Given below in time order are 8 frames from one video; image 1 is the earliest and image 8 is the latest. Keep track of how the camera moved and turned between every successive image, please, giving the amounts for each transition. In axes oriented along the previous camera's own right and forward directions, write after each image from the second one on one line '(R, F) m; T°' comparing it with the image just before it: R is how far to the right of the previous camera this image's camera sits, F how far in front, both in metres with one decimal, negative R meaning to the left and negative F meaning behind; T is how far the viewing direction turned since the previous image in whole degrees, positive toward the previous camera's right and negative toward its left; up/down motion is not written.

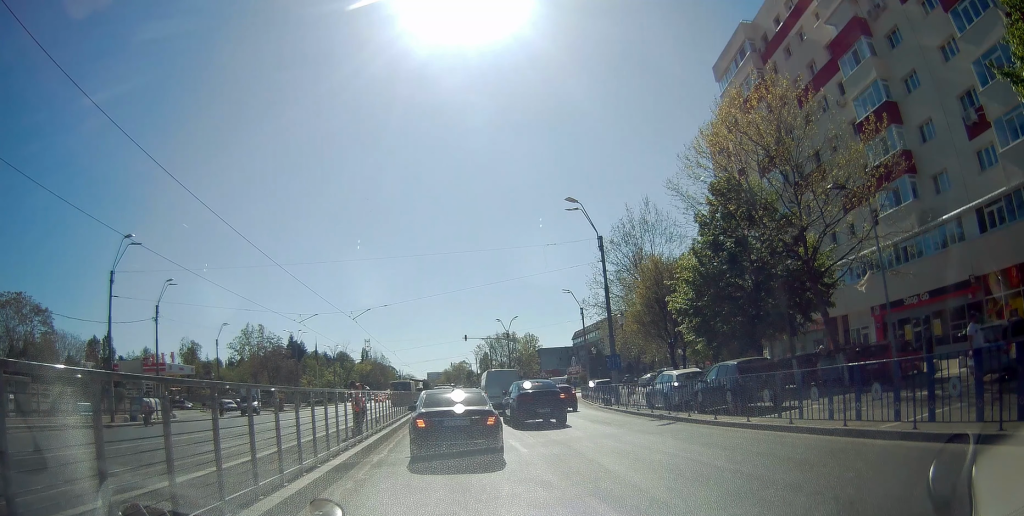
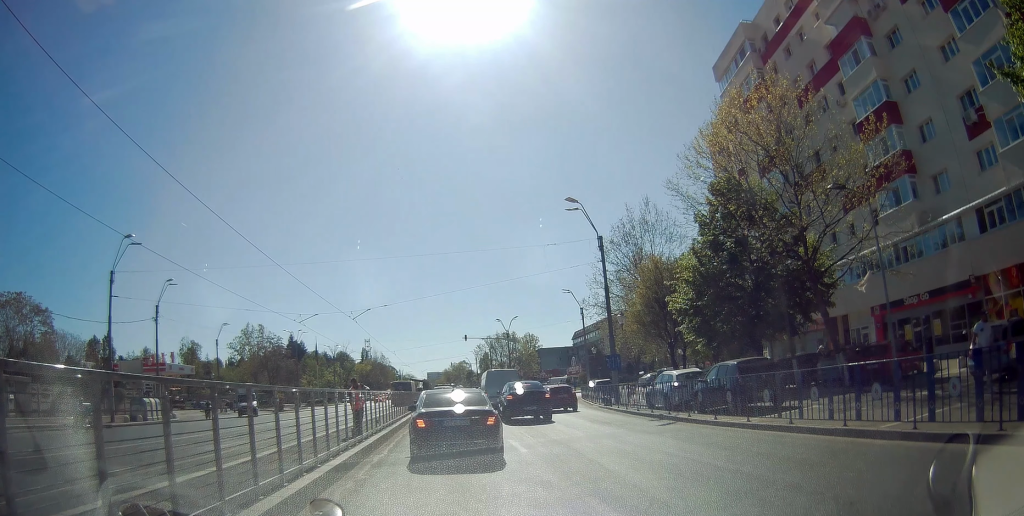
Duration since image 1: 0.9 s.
(0.0, 0.0) m; 0°
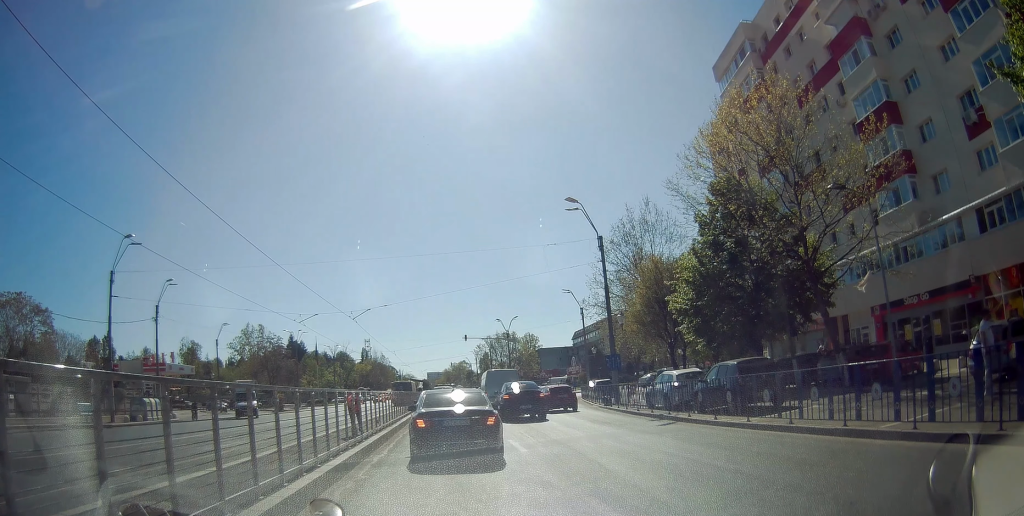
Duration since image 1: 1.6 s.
(0.0, 0.0) m; 0°
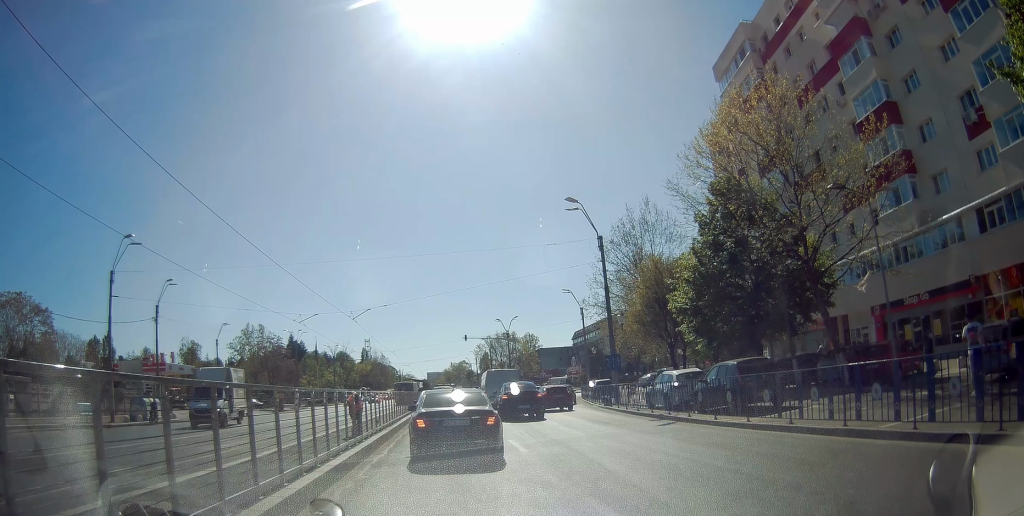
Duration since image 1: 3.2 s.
(0.0, 0.0) m; 0°
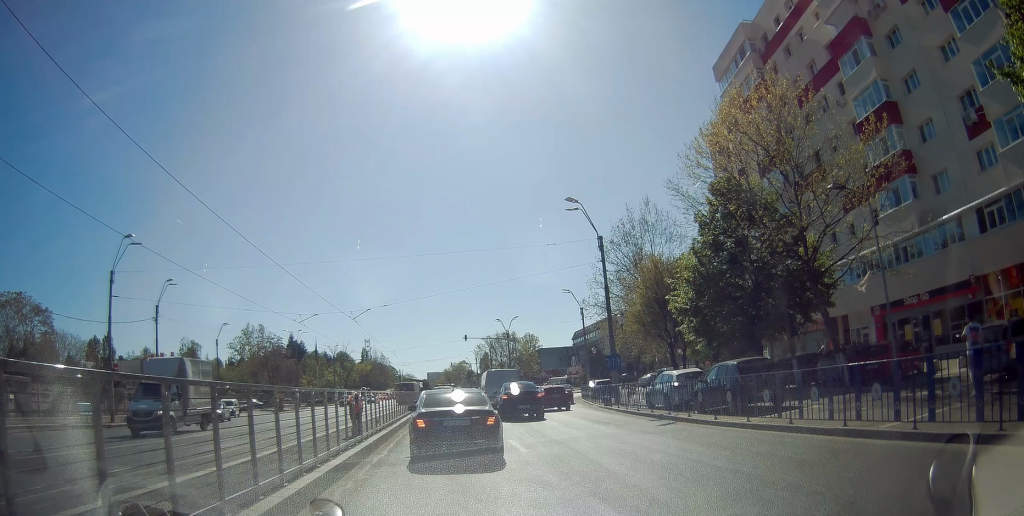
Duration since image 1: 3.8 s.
(0.0, 0.0) m; 0°
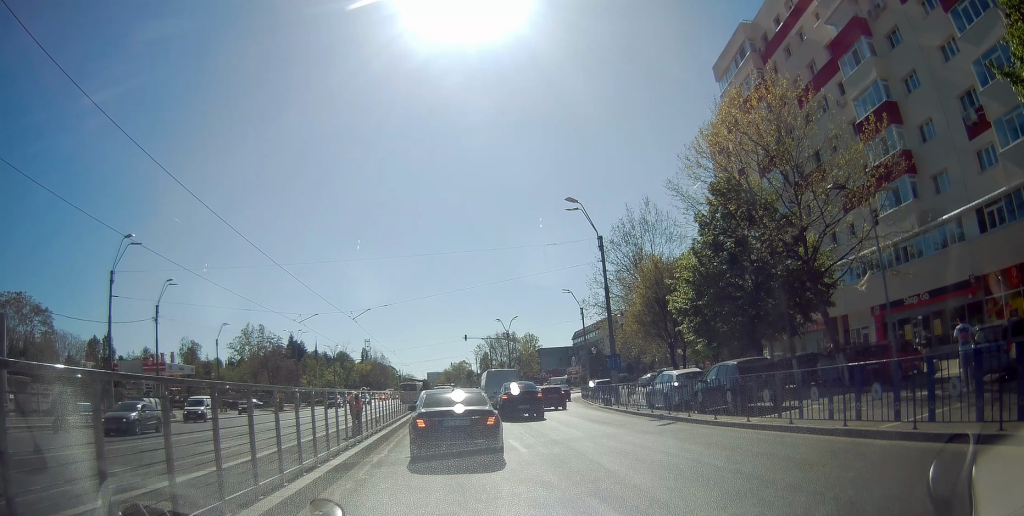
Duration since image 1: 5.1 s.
(0.0, 0.0) m; 0°
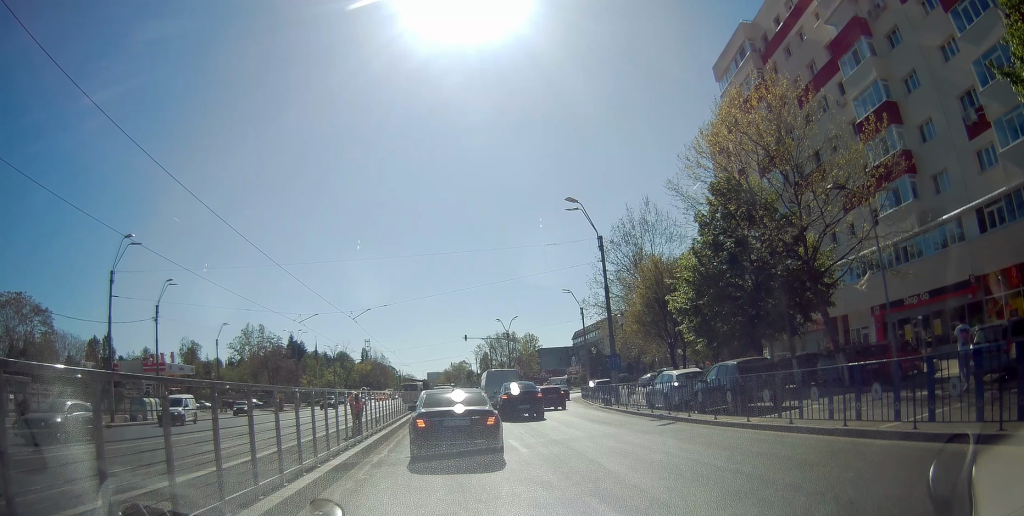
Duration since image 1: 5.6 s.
(0.0, 0.0) m; 0°
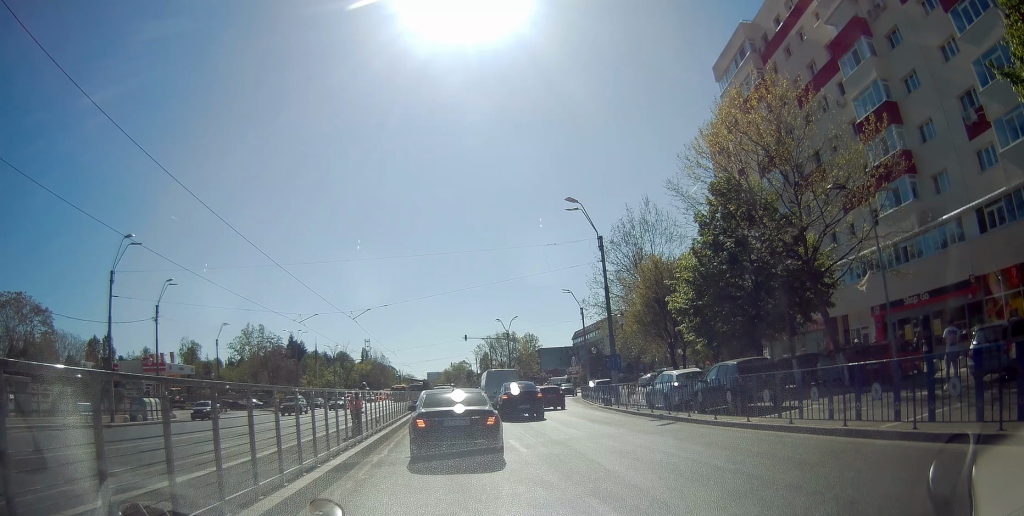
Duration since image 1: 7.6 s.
(0.0, 0.0) m; 0°
